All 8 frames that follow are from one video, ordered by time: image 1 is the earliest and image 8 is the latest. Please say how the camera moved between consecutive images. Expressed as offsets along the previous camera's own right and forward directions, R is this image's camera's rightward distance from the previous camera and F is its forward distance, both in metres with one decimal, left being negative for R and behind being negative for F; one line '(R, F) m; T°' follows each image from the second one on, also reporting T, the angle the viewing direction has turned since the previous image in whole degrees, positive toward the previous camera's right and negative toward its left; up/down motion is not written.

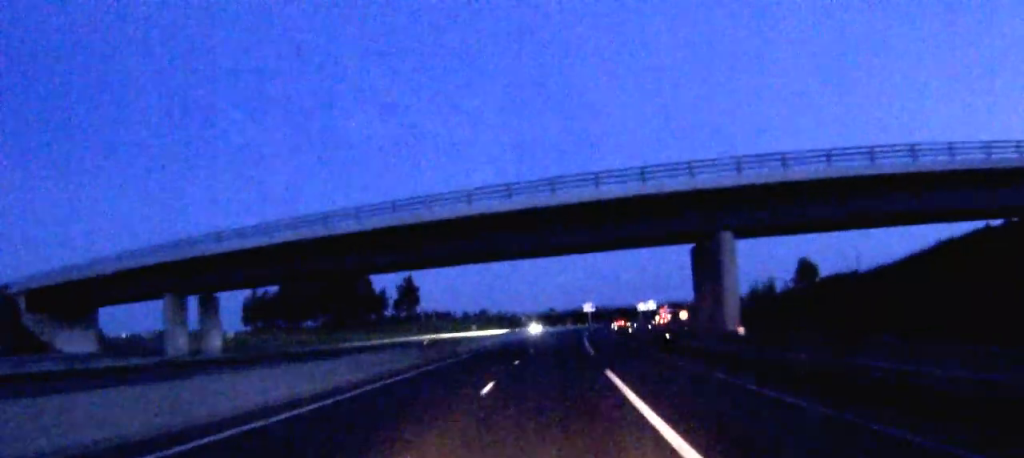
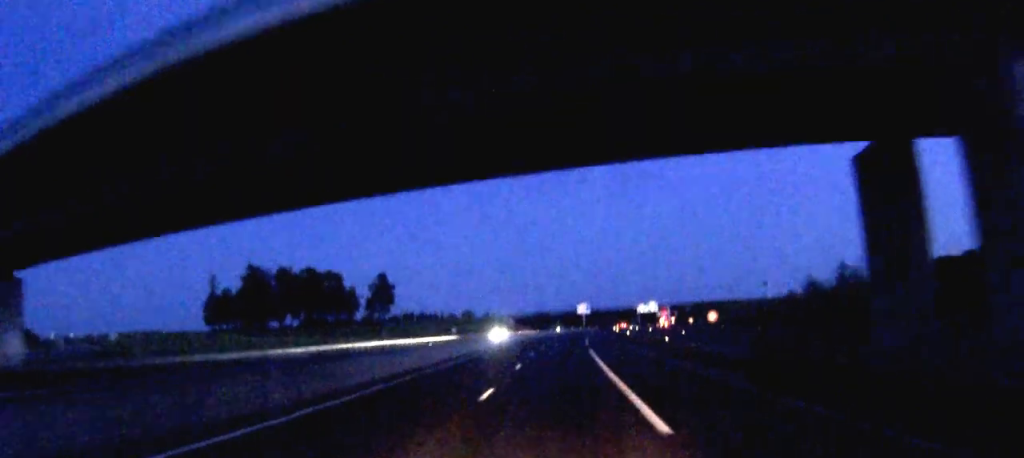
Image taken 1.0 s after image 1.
(+0.1, +26.9) m; +1°
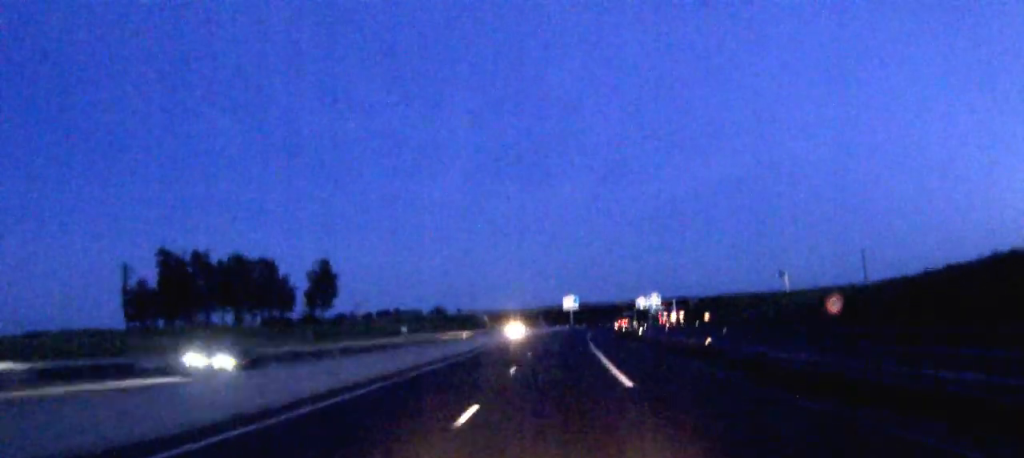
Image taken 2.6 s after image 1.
(+0.6, +44.0) m; +2°
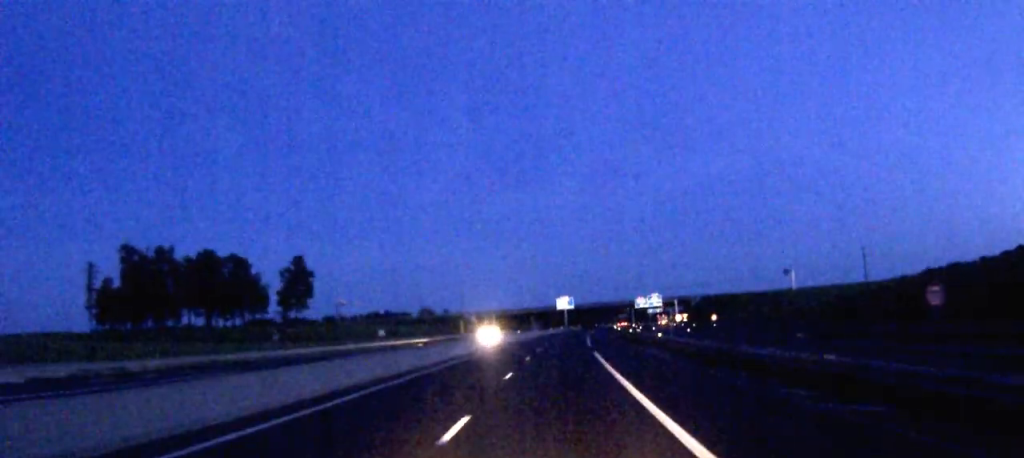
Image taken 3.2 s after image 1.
(+0.1, +14.4) m; 0°
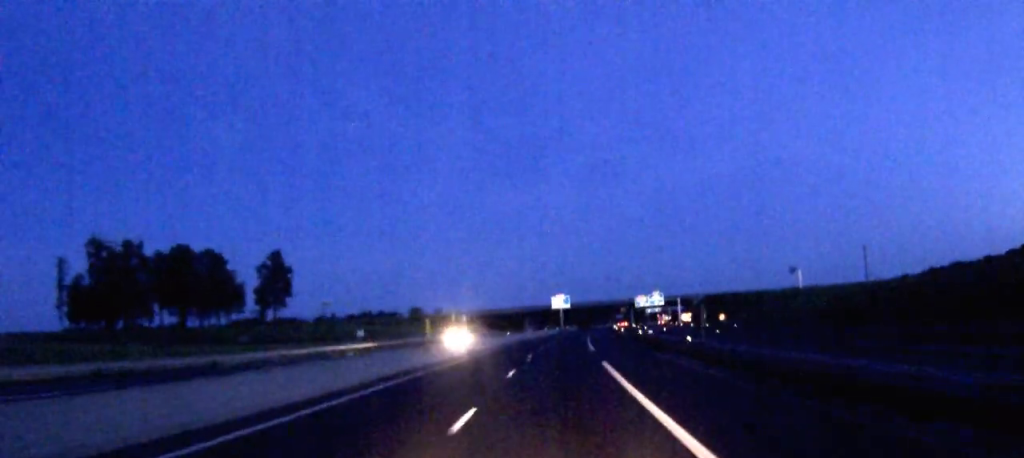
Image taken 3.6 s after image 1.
(0.0, +11.6) m; 0°
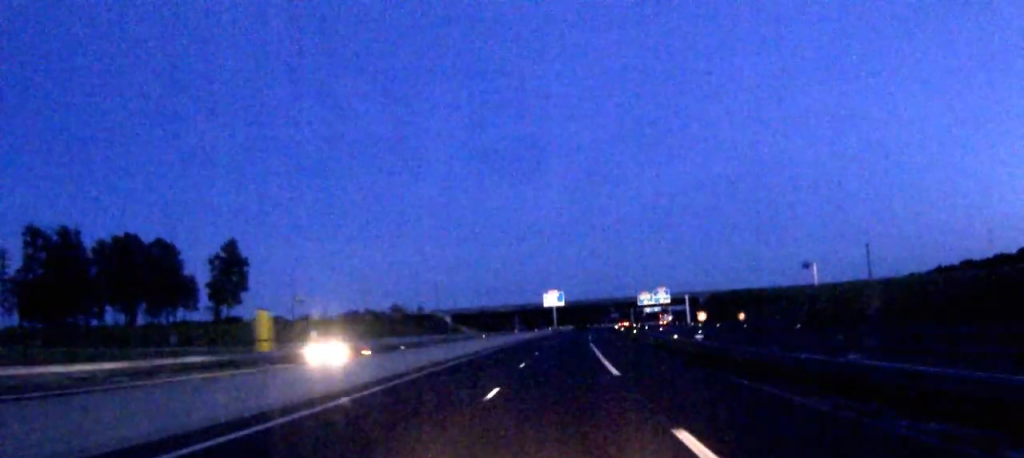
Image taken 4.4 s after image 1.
(+0.2, +20.7) m; +1°
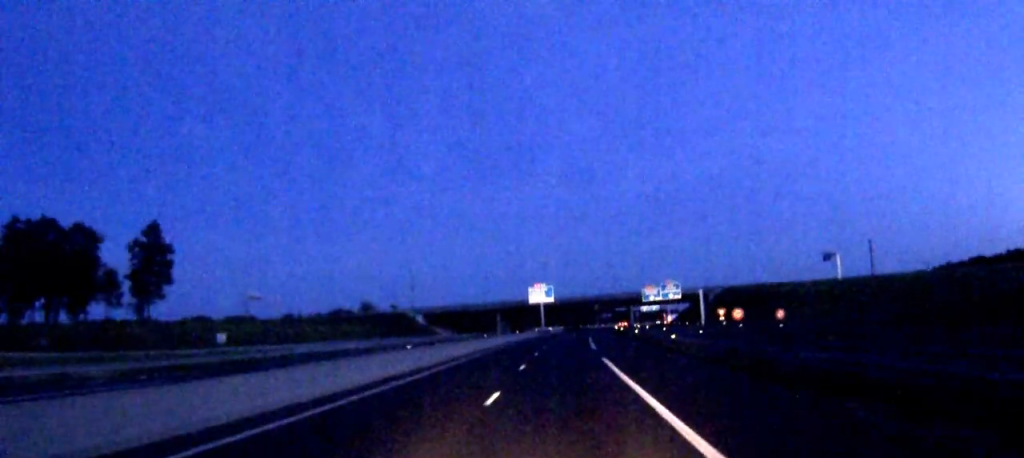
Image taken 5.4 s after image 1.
(+0.2, +27.0) m; +1°
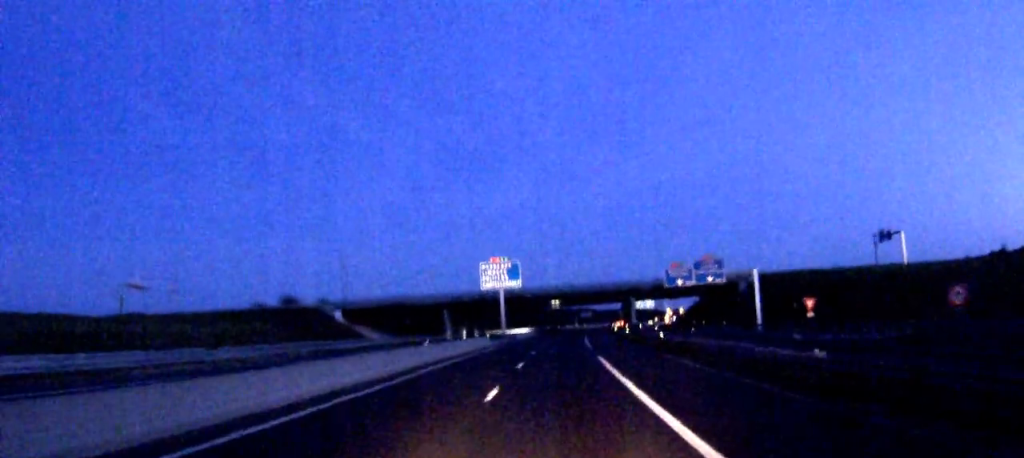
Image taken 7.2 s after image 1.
(+0.9, +50.6) m; +2°
